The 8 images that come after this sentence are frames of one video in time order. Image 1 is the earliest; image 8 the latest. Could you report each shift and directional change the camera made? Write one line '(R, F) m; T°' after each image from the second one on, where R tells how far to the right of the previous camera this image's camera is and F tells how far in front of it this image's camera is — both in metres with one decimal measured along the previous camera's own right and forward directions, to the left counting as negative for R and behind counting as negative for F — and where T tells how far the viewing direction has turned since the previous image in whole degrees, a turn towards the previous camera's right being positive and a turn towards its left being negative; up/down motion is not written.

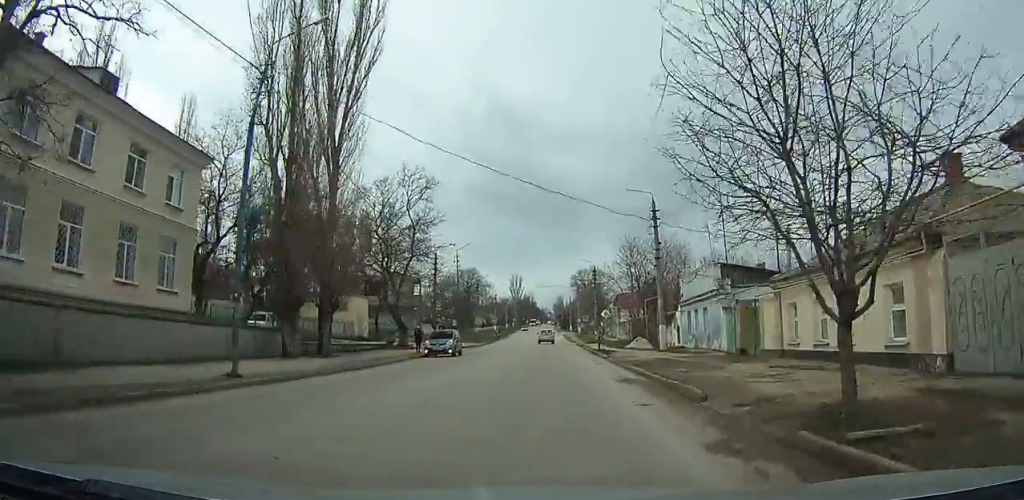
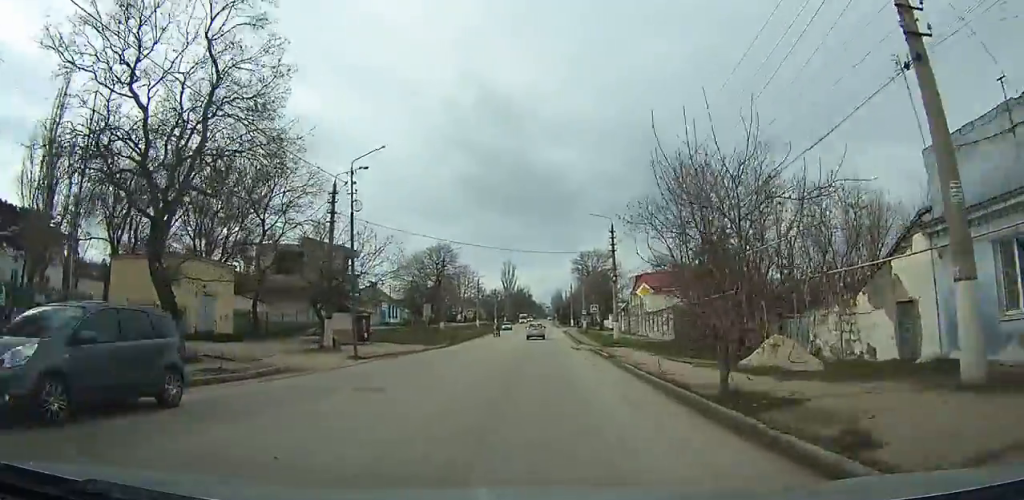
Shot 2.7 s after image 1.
(0.0, +24.7) m; 0°
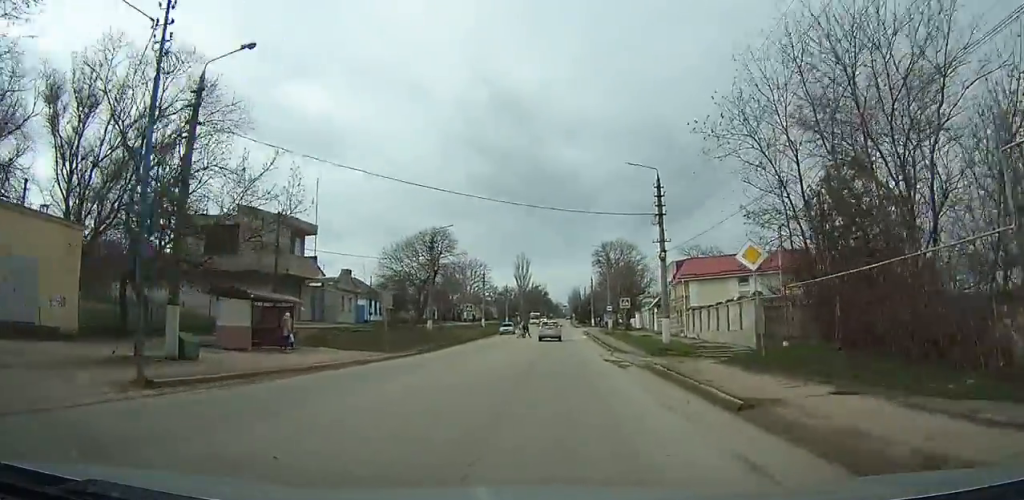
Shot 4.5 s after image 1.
(-0.1, +13.8) m; 0°
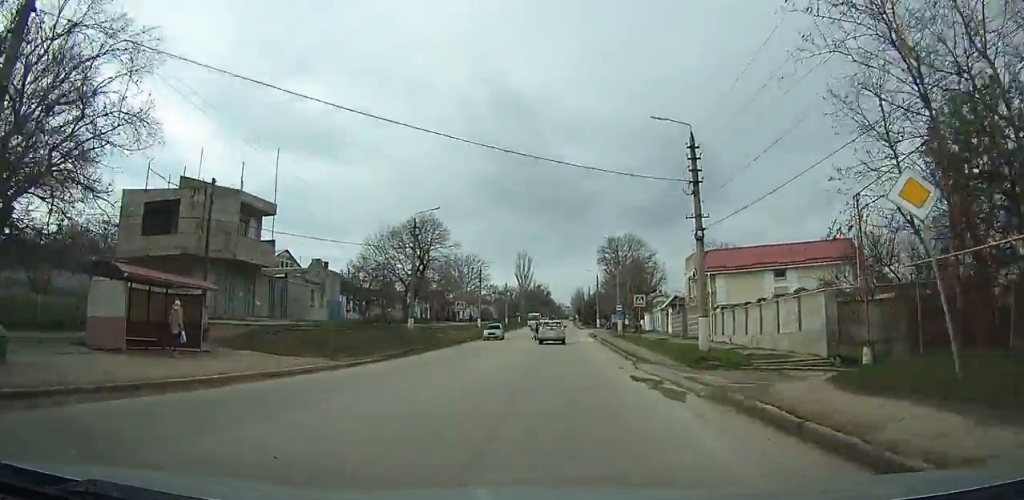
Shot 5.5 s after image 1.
(0.0, +6.7) m; 0°
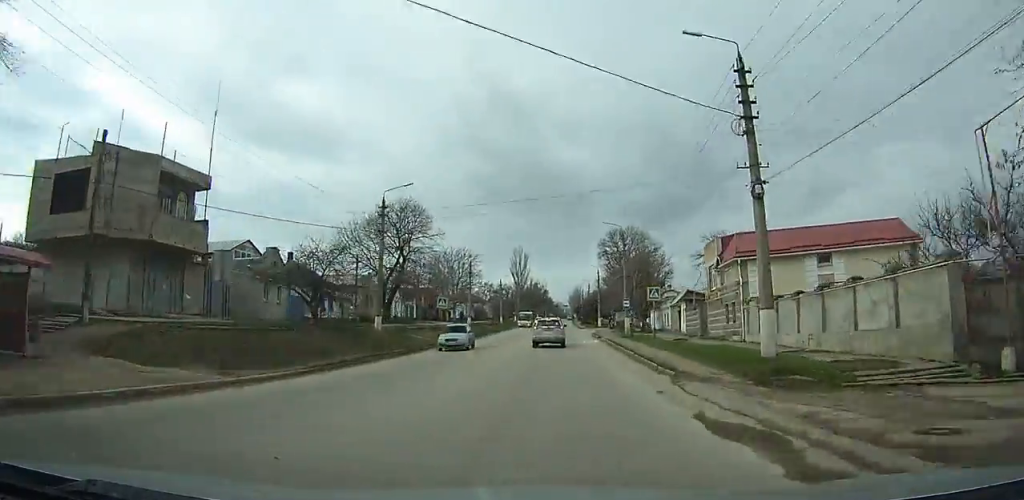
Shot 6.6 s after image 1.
(0.0, +7.5) m; 0°
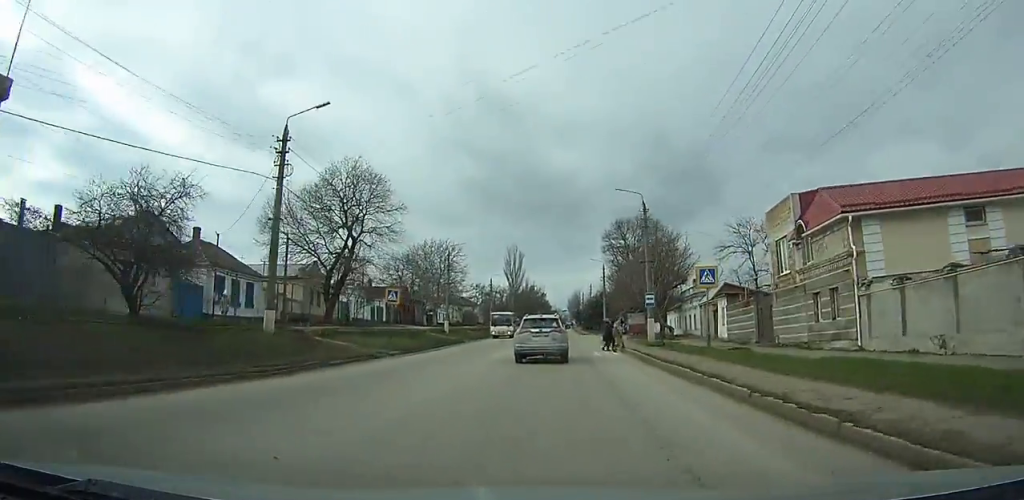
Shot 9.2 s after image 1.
(+0.2, +15.0) m; +1°
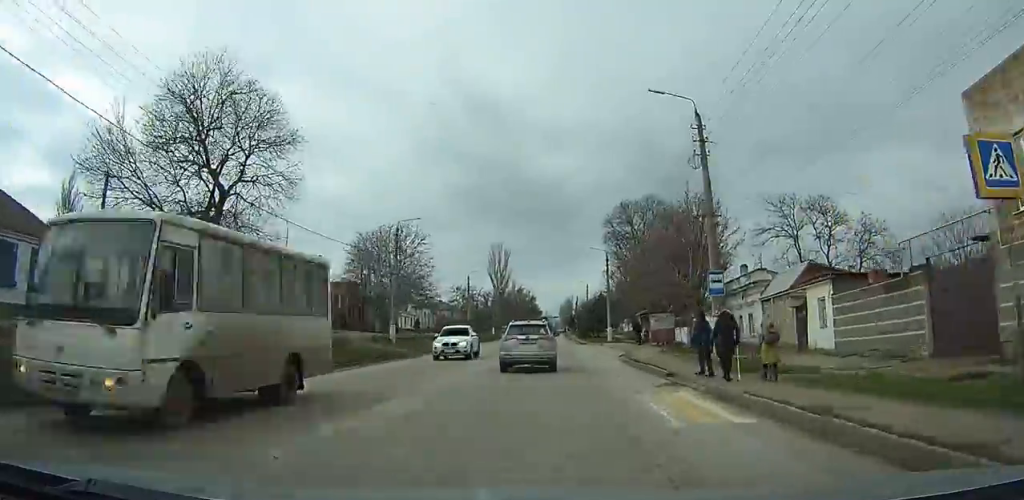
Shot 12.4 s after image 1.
(0.0, +19.6) m; -2°
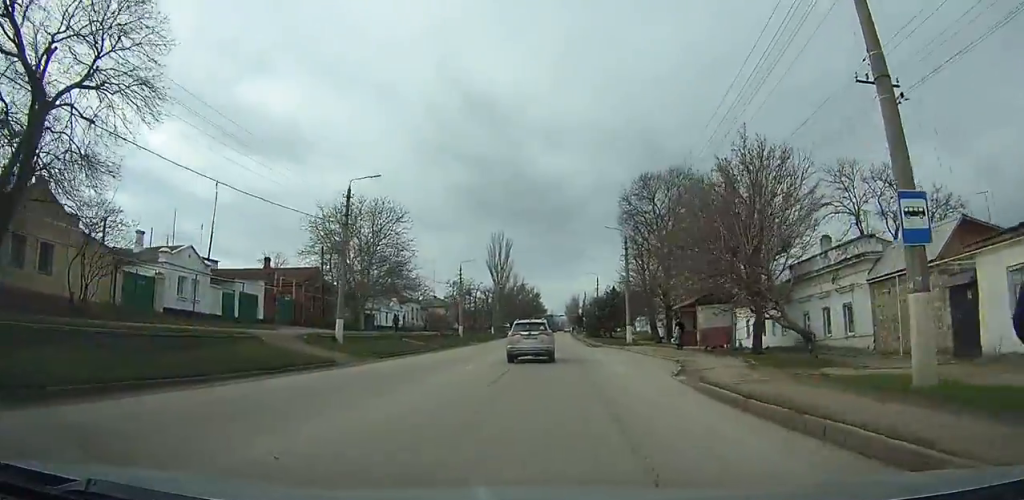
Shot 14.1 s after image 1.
(-0.3, +13.1) m; -1°
